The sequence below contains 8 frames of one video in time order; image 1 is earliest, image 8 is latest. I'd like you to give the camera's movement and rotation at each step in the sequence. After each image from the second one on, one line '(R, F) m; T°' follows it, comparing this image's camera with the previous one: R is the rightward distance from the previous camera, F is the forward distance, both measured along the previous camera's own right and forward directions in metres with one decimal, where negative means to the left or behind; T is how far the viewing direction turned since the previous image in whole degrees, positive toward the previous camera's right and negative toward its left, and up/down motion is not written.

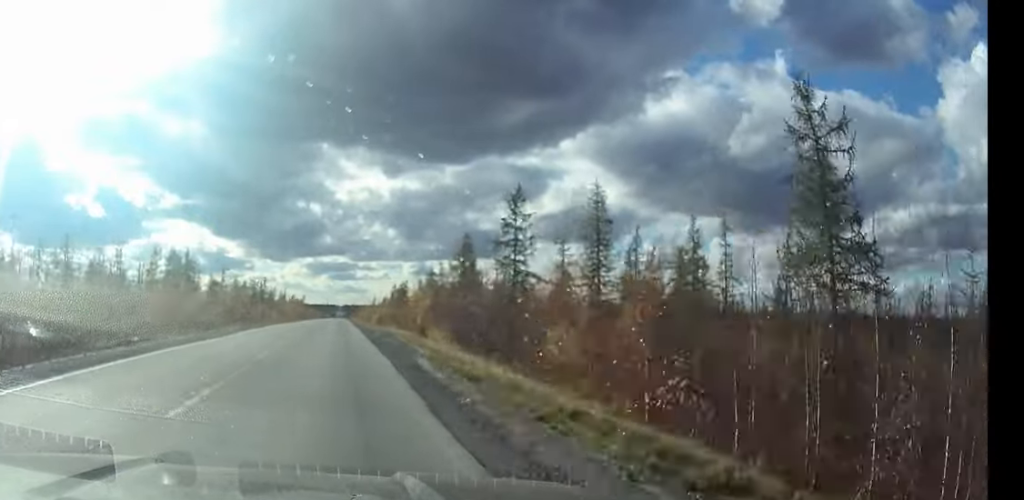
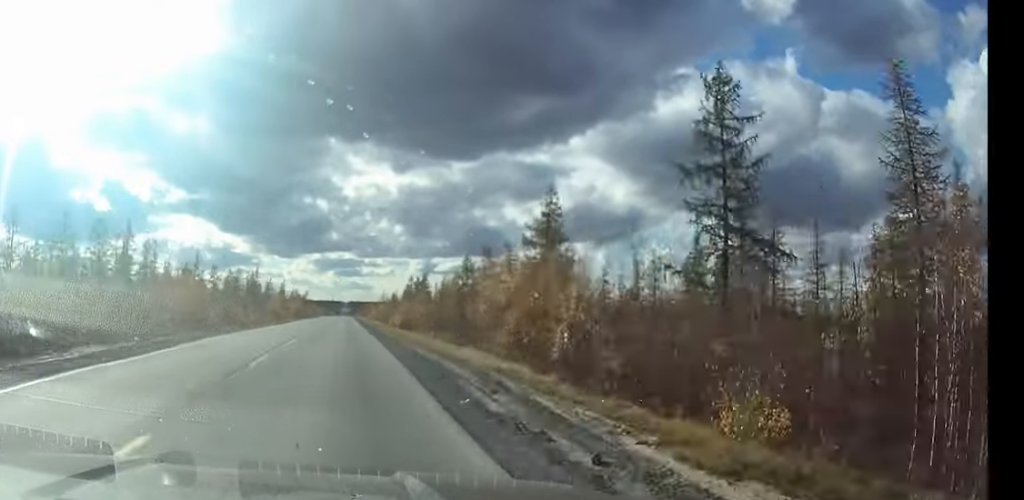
(-0.1, +28.0) m; 0°
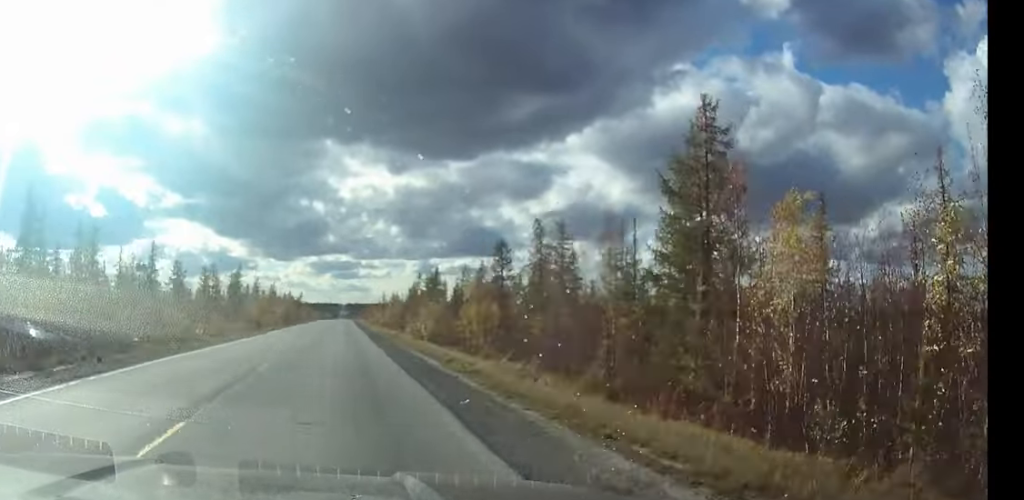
(+0.1, +23.0) m; 0°
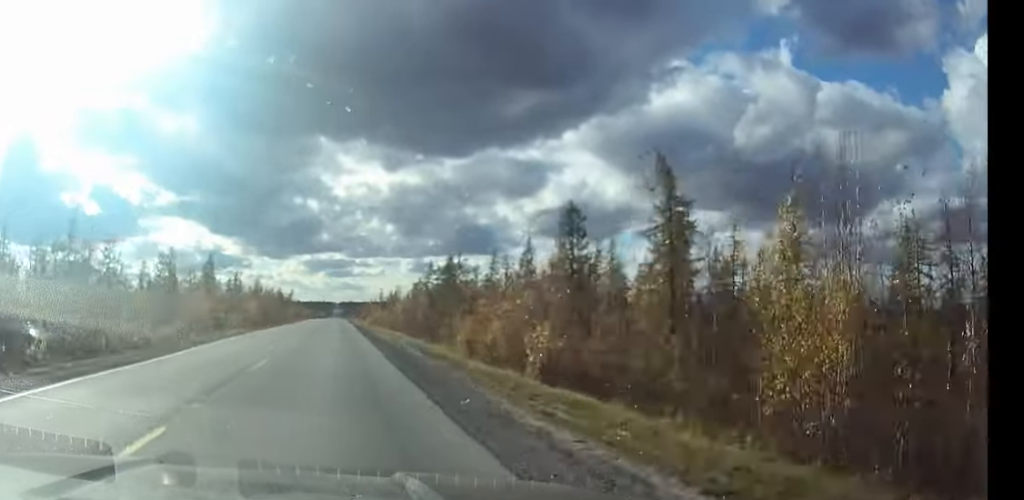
(0.0, +25.4) m; 0°
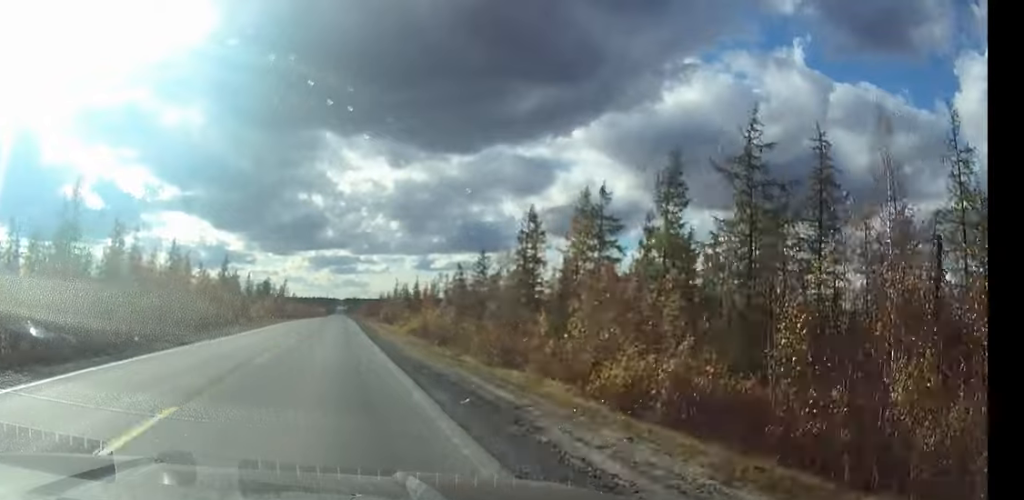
(0.0, +57.2) m; 0°
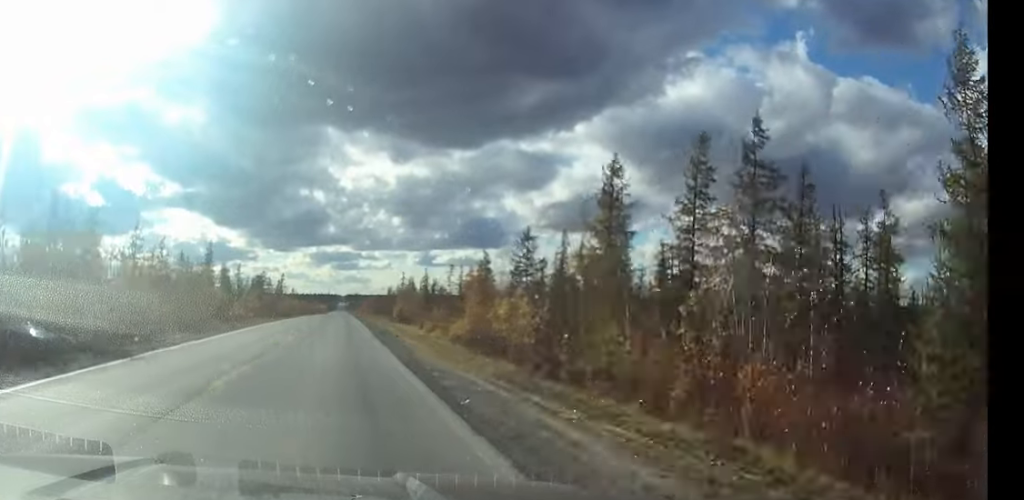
(0.0, +17.8) m; 0°
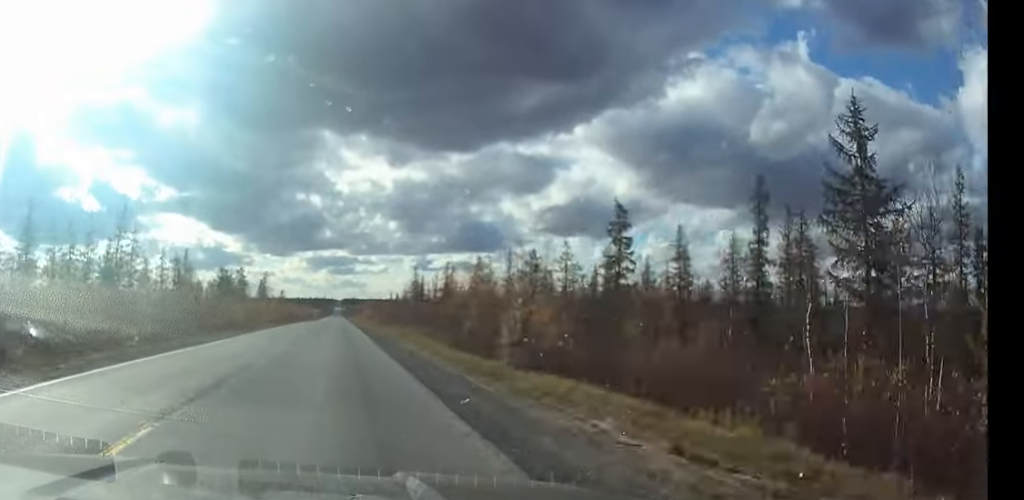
(0.0, +45.1) m; 0°
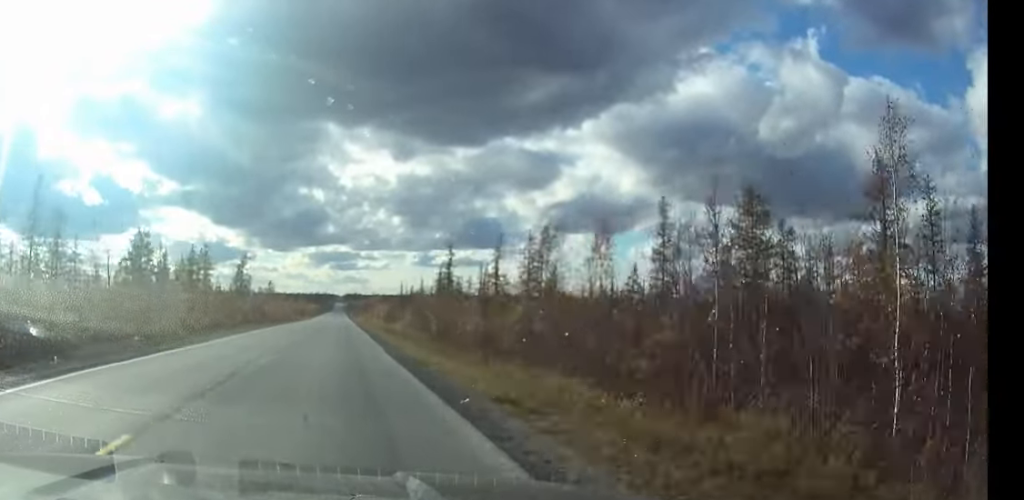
(0.0, +49.3) m; 0°
